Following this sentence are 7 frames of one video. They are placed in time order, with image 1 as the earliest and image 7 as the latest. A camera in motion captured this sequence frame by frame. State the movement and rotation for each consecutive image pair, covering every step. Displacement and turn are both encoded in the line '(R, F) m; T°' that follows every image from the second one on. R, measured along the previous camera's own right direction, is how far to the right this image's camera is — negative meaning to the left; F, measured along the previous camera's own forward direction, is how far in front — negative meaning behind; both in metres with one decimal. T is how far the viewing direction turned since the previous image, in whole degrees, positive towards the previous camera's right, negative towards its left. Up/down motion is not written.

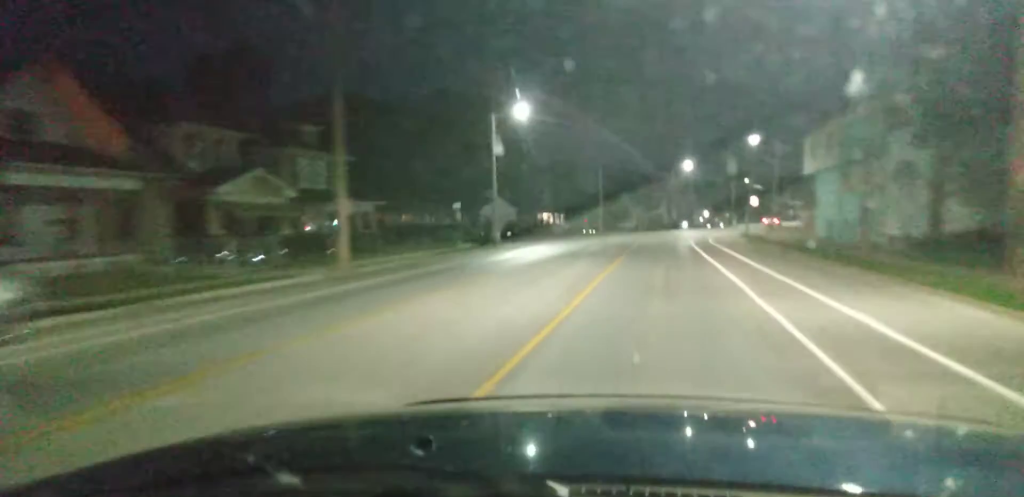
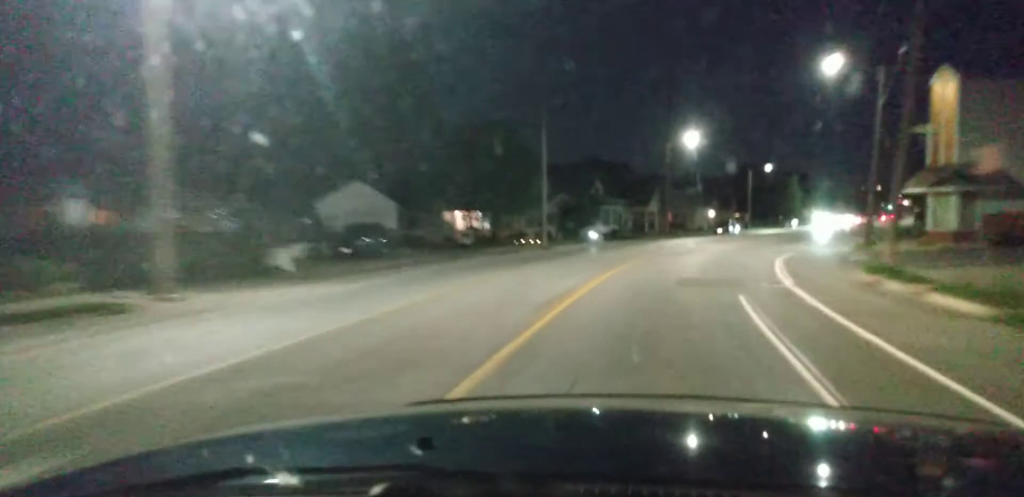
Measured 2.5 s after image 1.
(+0.1, +38.9) m; -1°
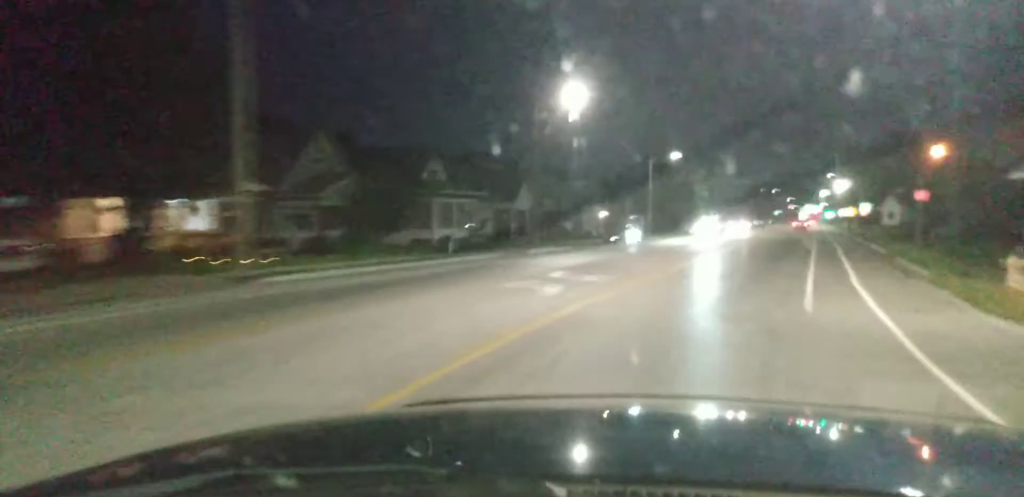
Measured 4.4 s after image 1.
(+0.3, +27.5) m; +6°
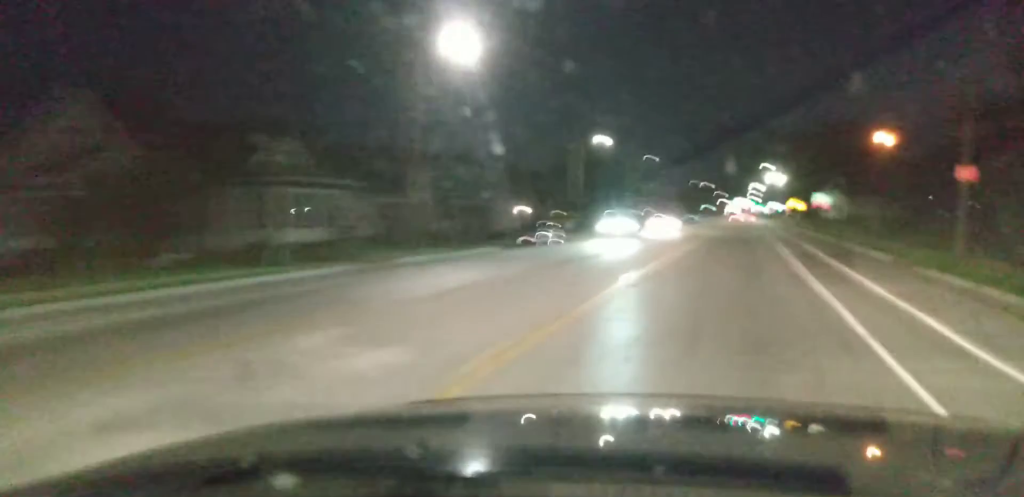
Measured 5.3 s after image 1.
(+1.1, +13.1) m; +6°
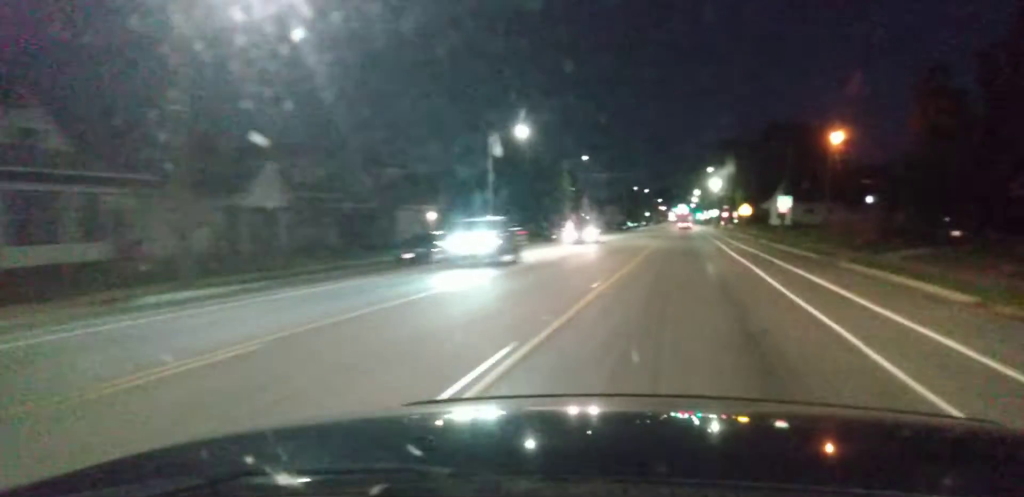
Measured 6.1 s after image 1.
(+0.5, +12.2) m; +4°
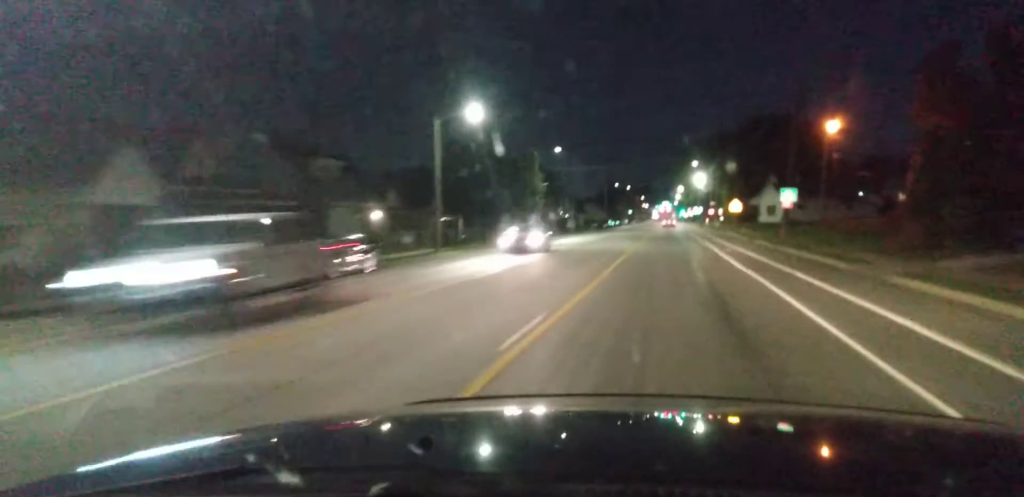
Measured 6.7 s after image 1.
(+0.1, +8.5) m; +2°
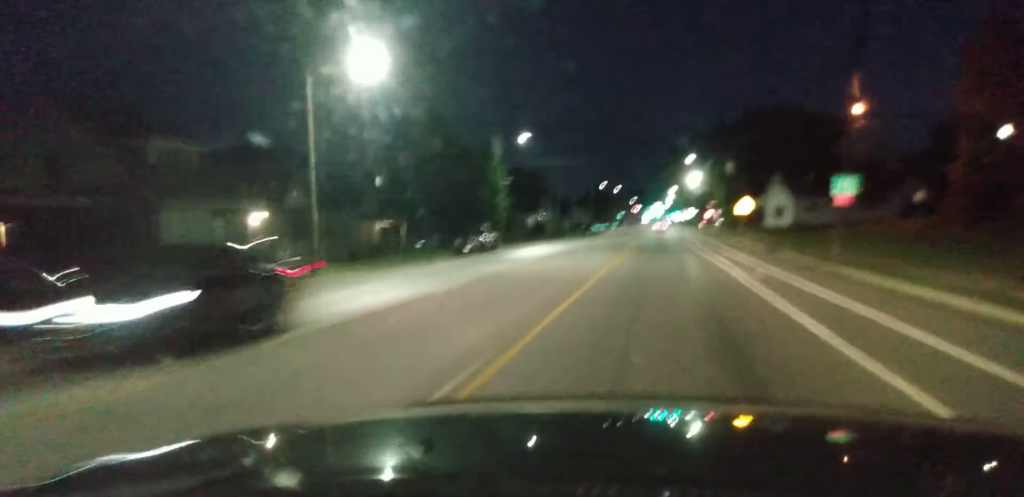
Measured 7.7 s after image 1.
(+0.4, +14.9) m; +2°
